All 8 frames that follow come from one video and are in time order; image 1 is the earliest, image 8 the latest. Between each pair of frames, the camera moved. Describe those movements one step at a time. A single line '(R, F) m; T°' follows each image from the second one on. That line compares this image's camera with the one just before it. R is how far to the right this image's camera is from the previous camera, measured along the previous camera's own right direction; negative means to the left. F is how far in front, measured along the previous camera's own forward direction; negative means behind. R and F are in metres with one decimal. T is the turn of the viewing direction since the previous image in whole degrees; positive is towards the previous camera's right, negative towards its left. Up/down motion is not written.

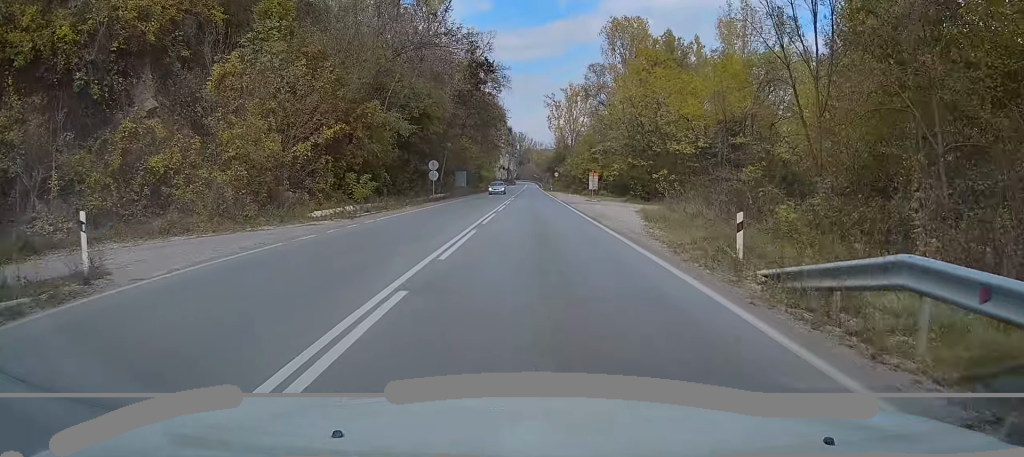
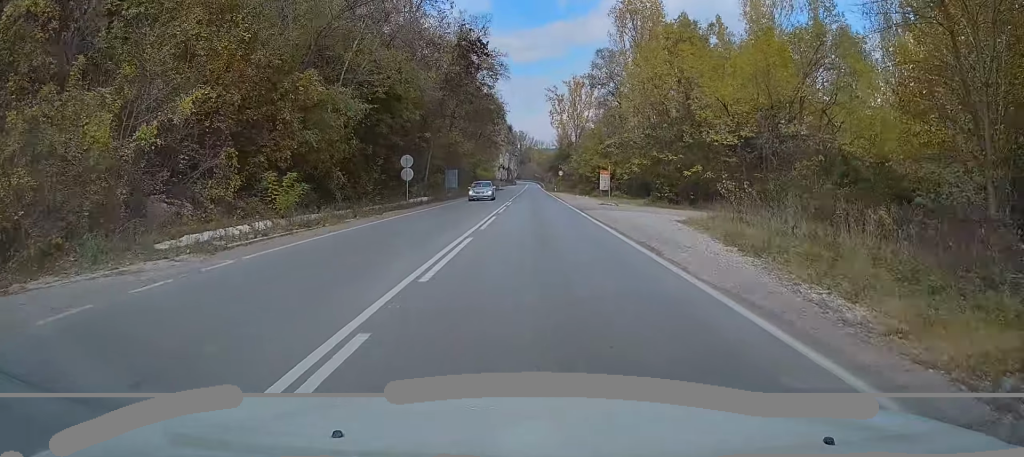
(+0.1, +10.7) m; 0°
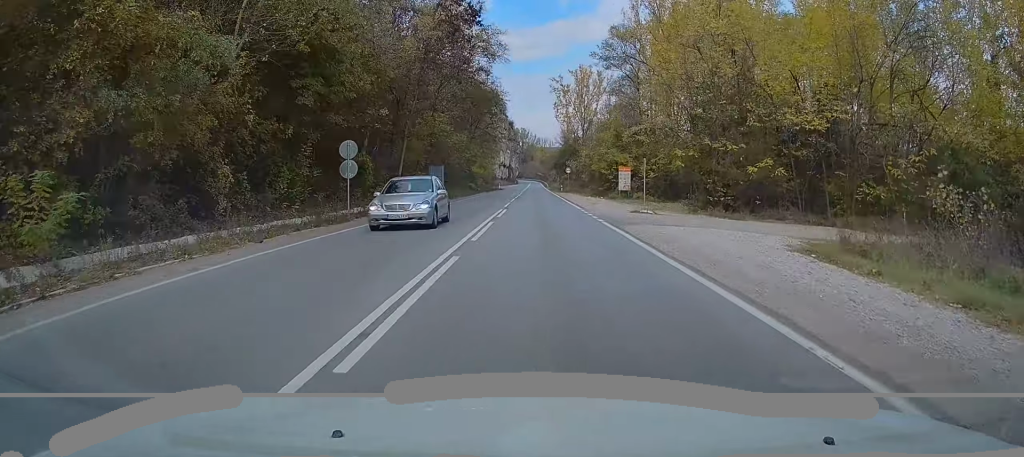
(-0.1, +12.6) m; 0°
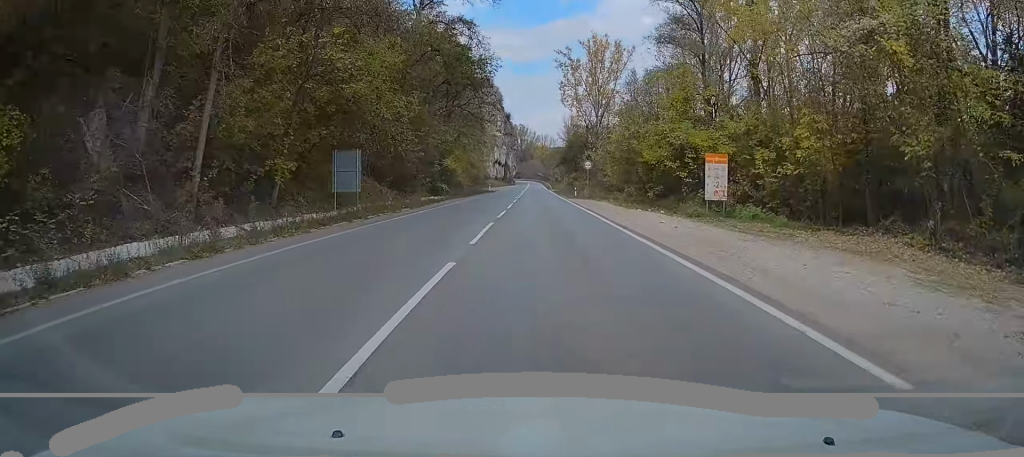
(-0.1, +27.8) m; 0°
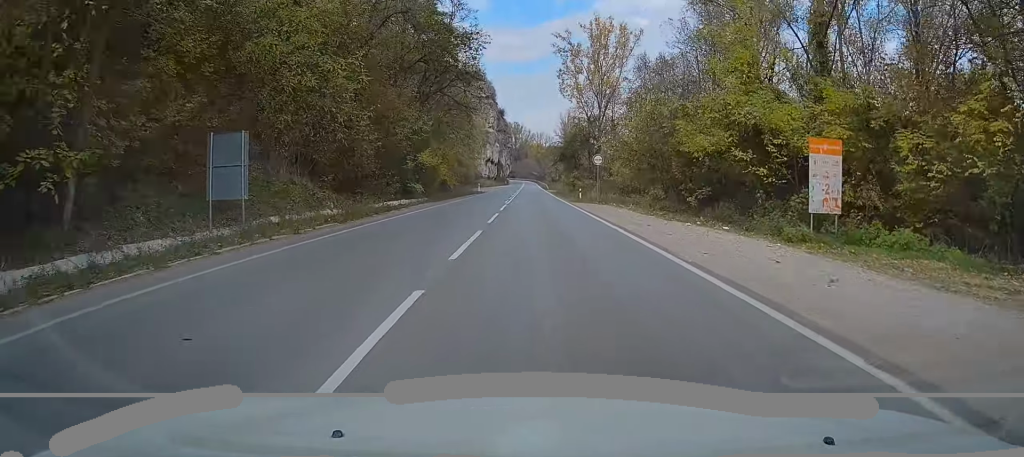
(+0.1, +11.4) m; 0°
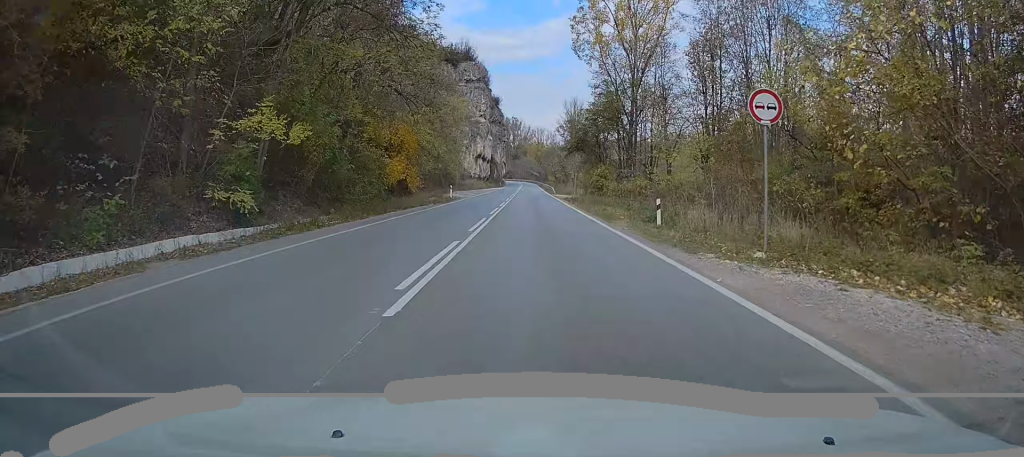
(-0.1, +30.1) m; -1°
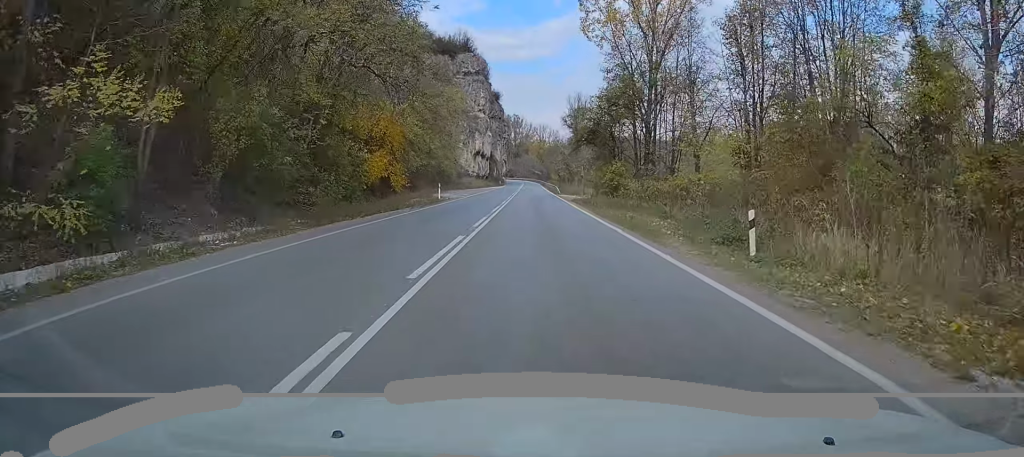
(0.0, +8.1) m; 0°
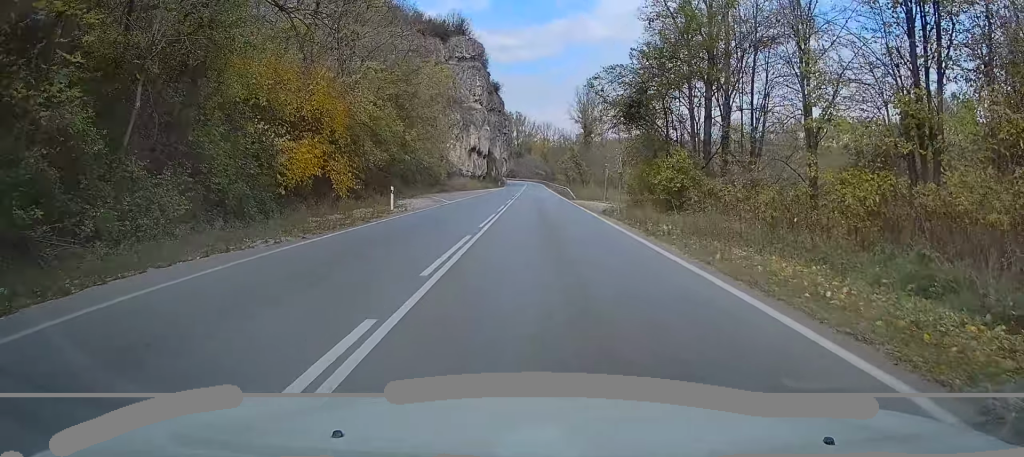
(0.0, +17.5) m; 0°
